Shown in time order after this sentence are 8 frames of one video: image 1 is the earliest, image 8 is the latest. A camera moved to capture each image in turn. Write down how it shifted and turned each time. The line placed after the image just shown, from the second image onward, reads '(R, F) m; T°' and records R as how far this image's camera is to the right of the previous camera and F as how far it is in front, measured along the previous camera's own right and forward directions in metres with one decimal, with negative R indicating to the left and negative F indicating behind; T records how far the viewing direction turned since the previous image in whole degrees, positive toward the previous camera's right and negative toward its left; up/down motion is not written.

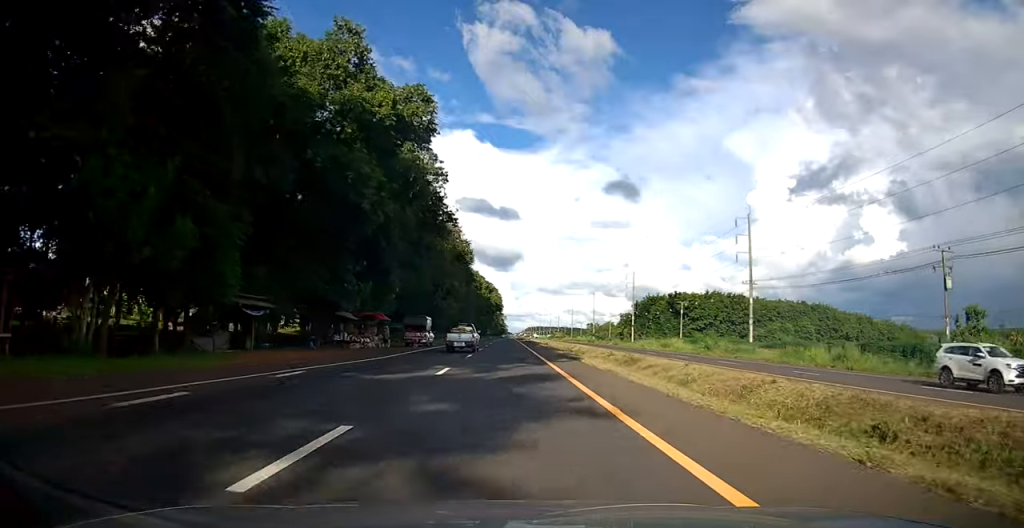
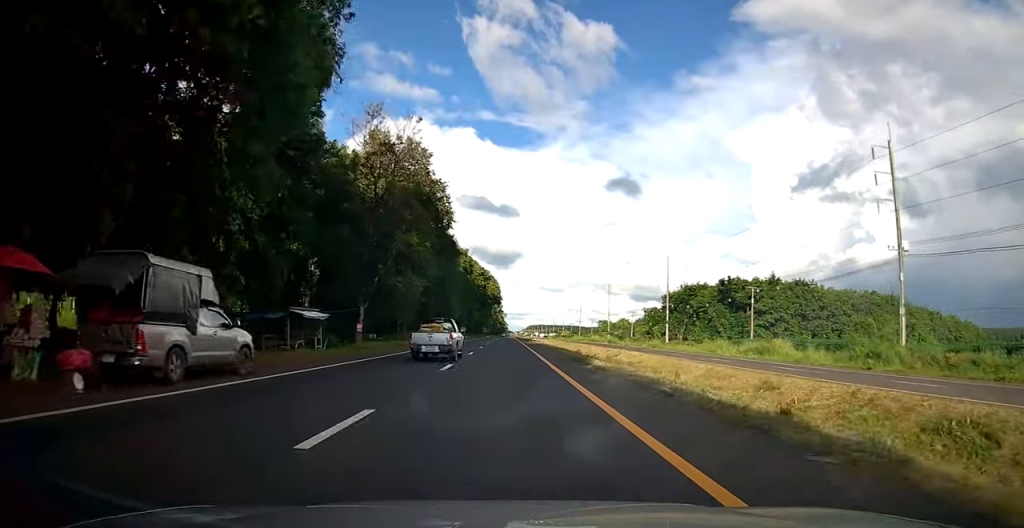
(+0.3, +34.3) m; 0°
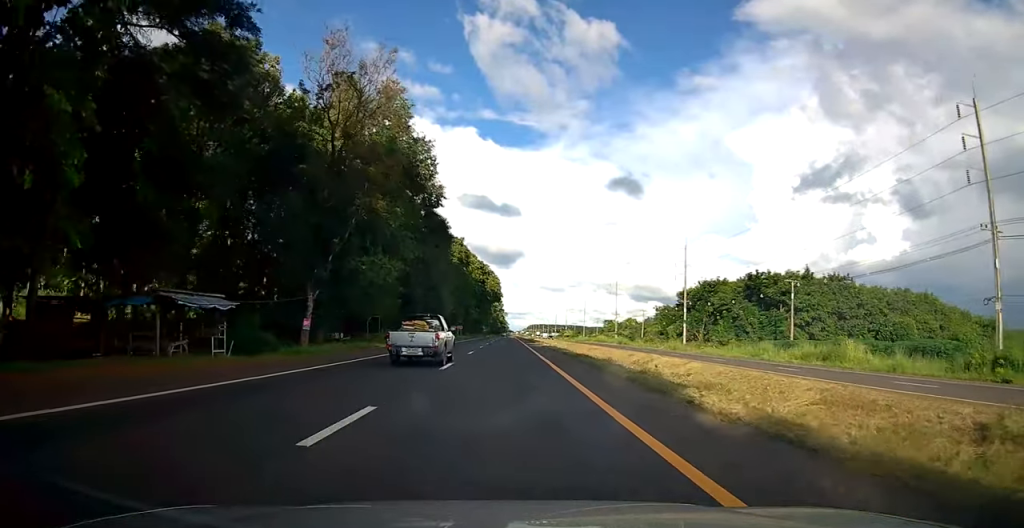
(-0.2, +11.9) m; 0°
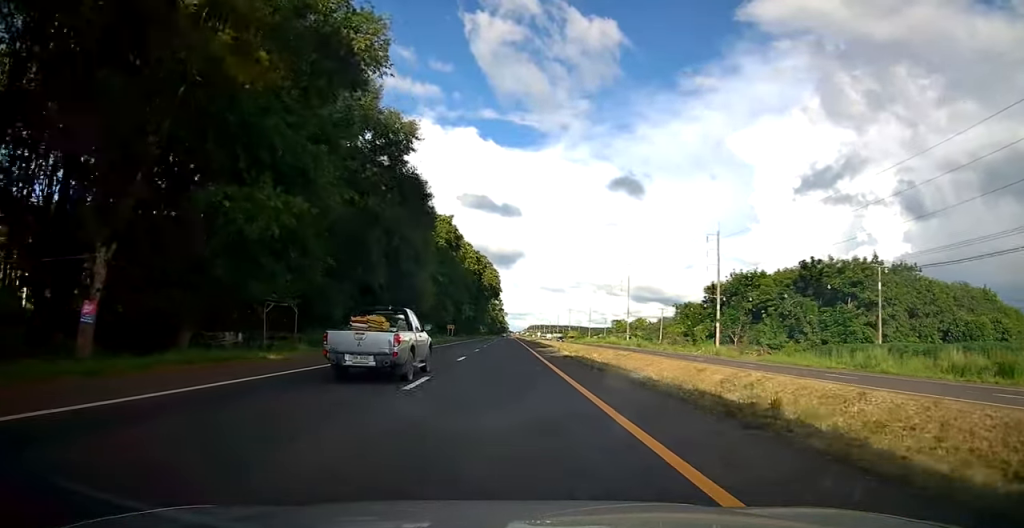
(-0.1, +18.3) m; 0°
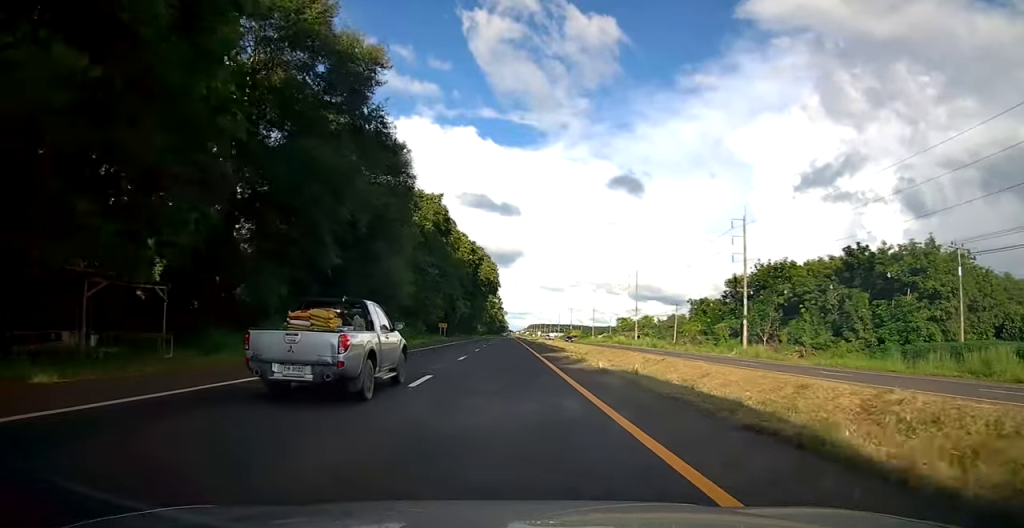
(+0.2, +11.5) m; 0°
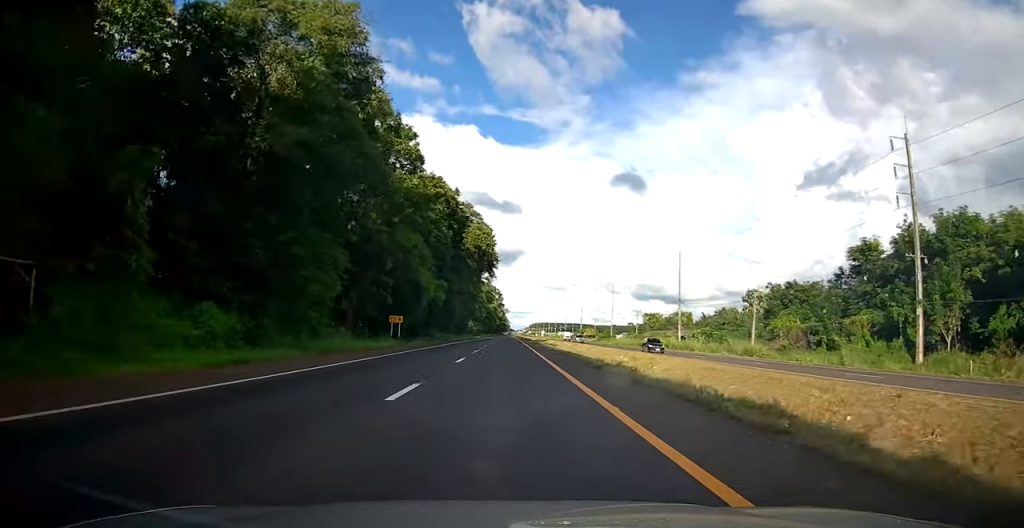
(-0.1, +39.0) m; 0°
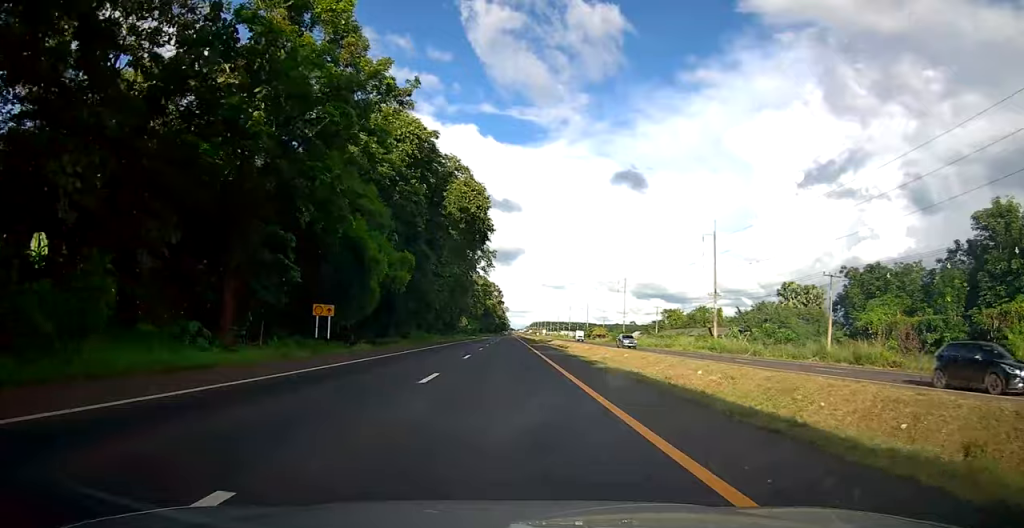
(+0.3, +21.2) m; 0°
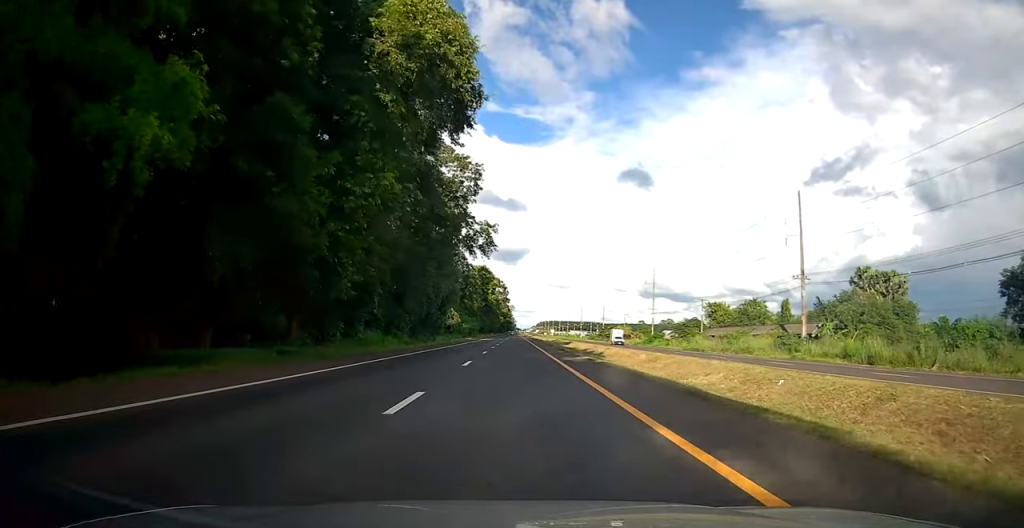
(-0.3, +29.6) m; -1°
